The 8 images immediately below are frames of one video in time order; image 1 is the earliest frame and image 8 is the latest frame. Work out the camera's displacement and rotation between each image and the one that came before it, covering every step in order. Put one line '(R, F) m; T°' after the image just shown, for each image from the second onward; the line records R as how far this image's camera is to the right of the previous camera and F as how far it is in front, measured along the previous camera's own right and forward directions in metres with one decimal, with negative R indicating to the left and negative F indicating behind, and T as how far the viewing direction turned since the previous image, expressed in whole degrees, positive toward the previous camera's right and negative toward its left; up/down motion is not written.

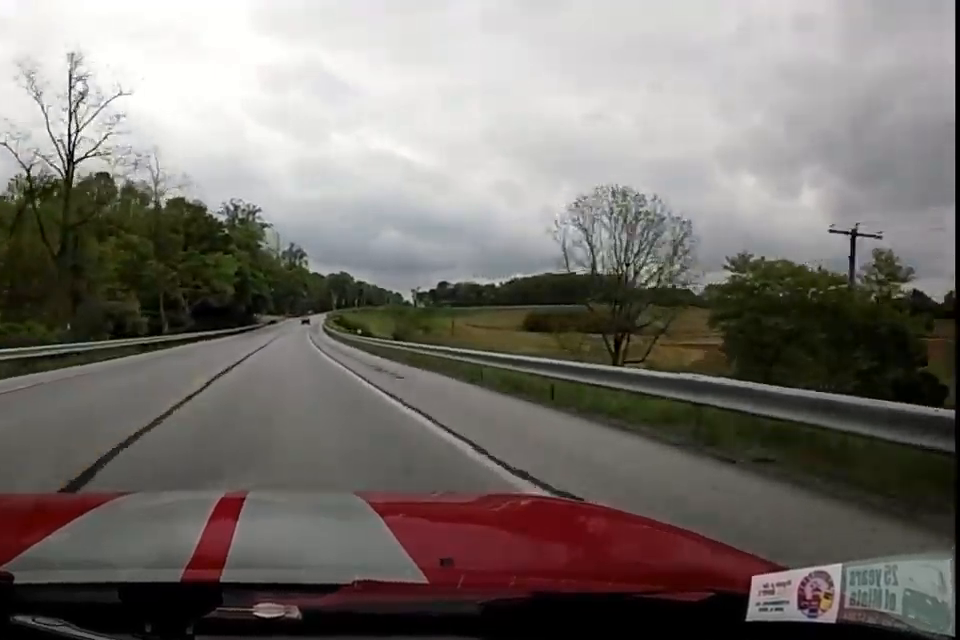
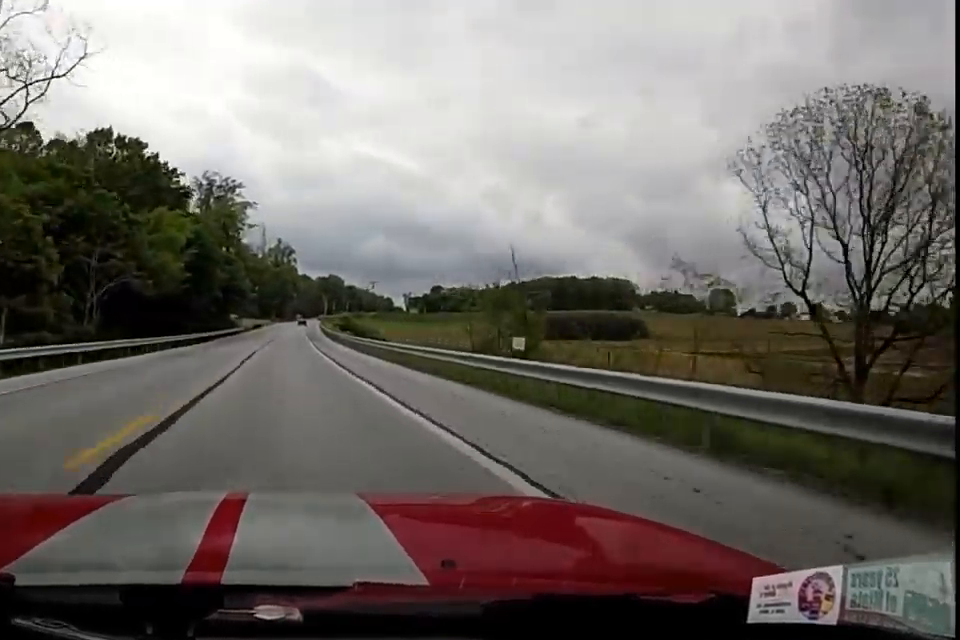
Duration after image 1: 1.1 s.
(+1.4, +30.9) m; +3°
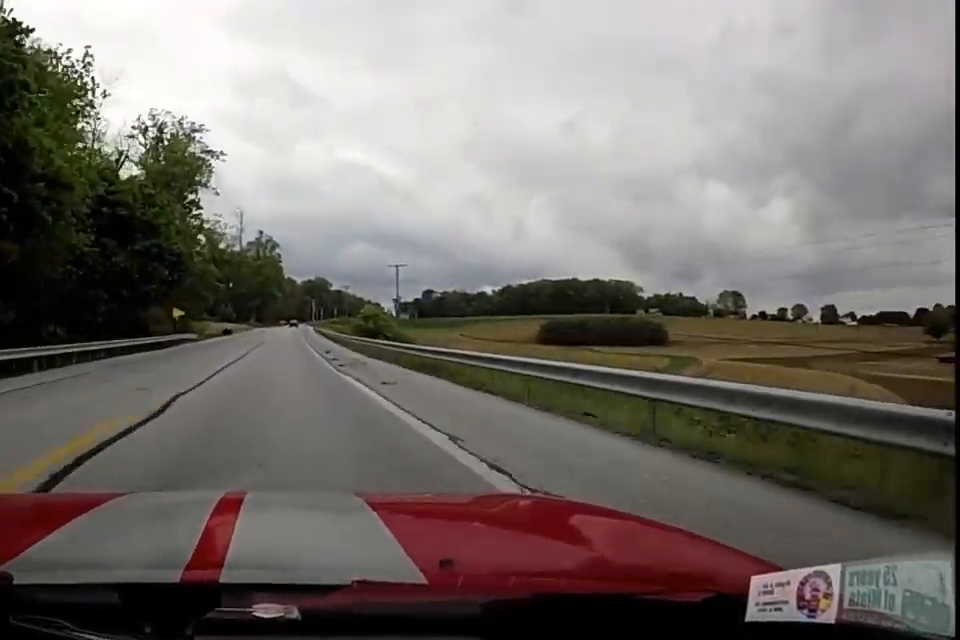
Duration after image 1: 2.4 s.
(+0.2, +37.8) m; 0°
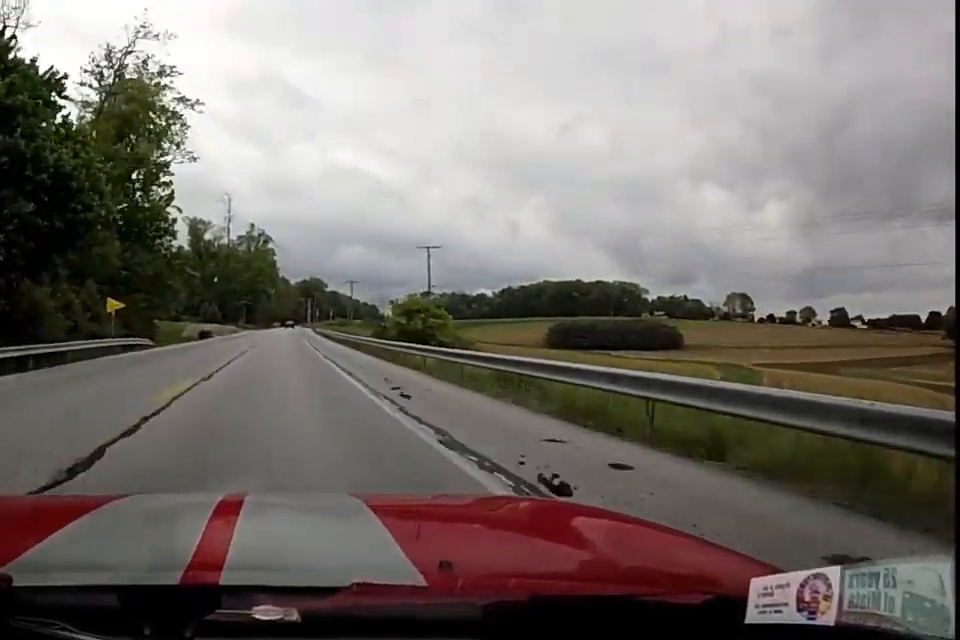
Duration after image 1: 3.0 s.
(0.0, +19.4) m; +1°
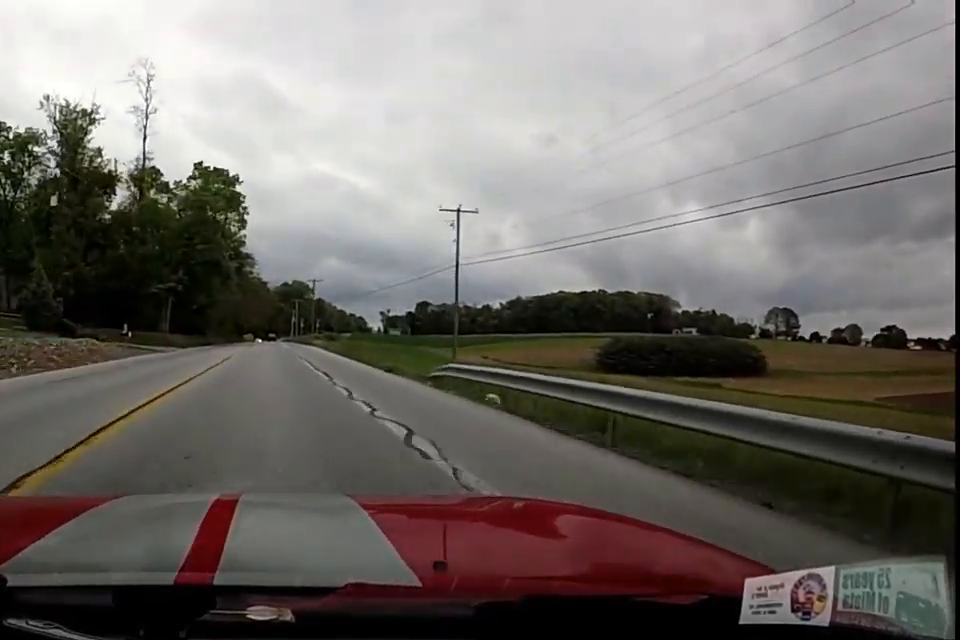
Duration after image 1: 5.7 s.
(+1.1, +76.4) m; +1°
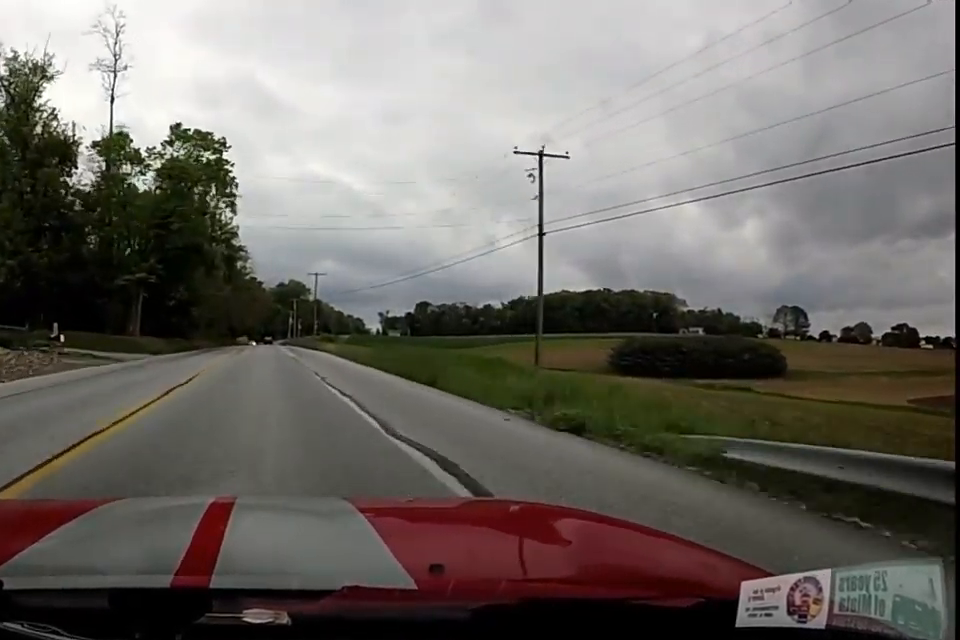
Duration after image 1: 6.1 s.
(0.0, +12.6) m; 0°
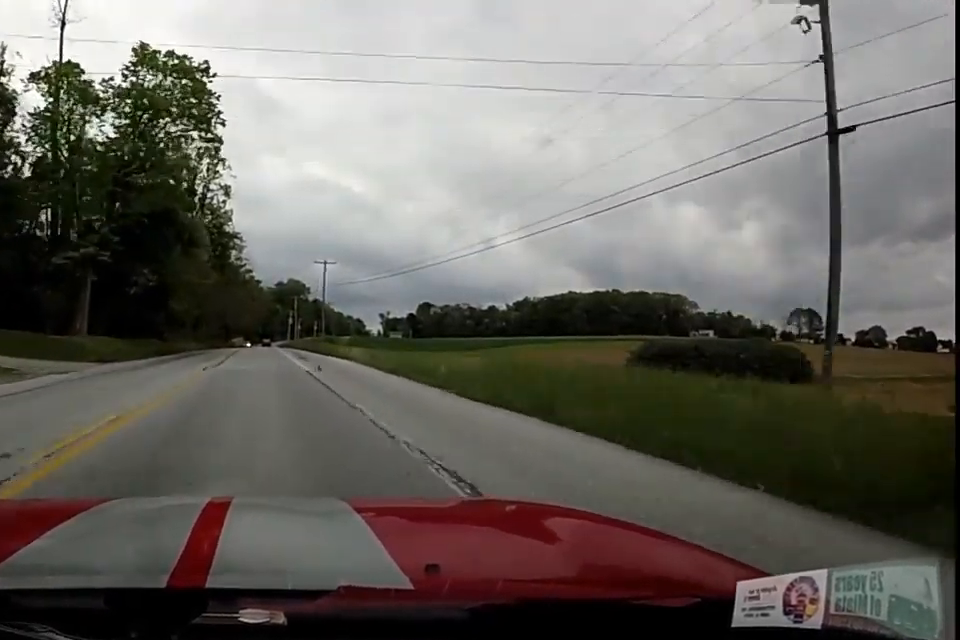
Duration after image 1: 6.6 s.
(0.0, +14.4) m; 0°
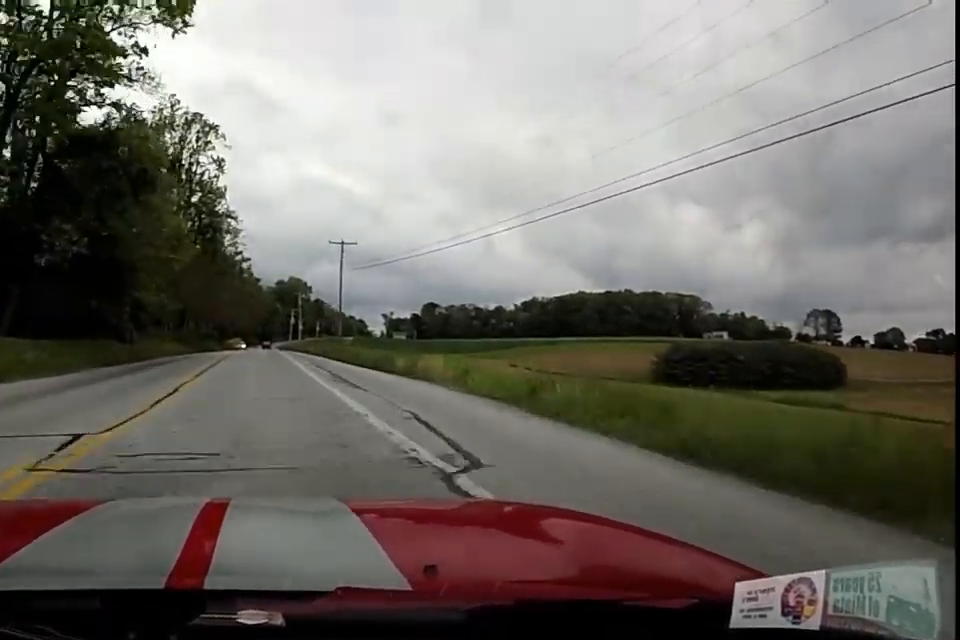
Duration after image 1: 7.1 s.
(0.0, +15.2) m; +1°
